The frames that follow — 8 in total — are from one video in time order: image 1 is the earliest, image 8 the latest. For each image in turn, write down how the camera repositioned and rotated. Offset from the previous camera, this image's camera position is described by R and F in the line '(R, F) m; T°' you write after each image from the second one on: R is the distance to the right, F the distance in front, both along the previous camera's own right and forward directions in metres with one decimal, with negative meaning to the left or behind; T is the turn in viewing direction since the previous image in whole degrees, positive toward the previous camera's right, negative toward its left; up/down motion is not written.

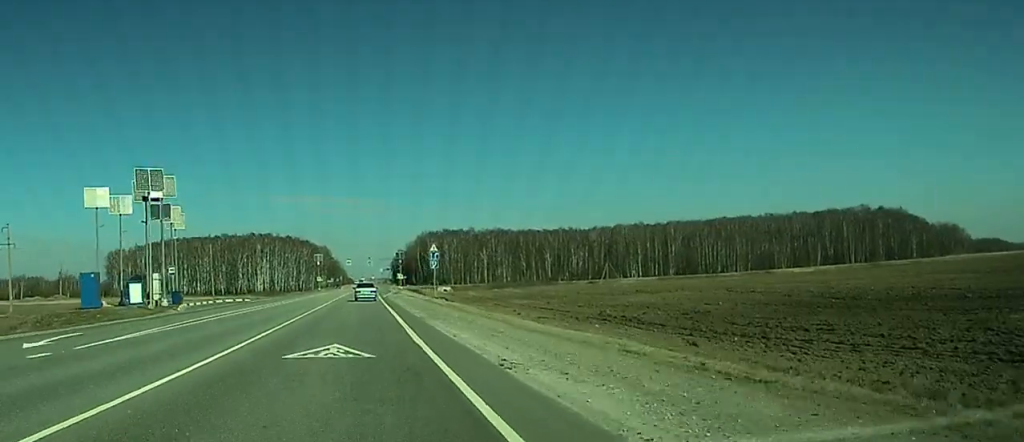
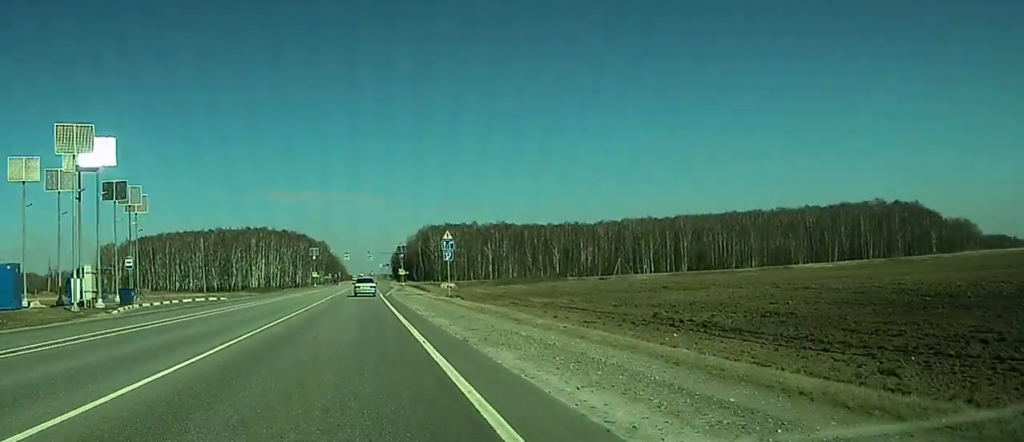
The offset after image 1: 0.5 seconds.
(-0.1, +15.6) m; 0°
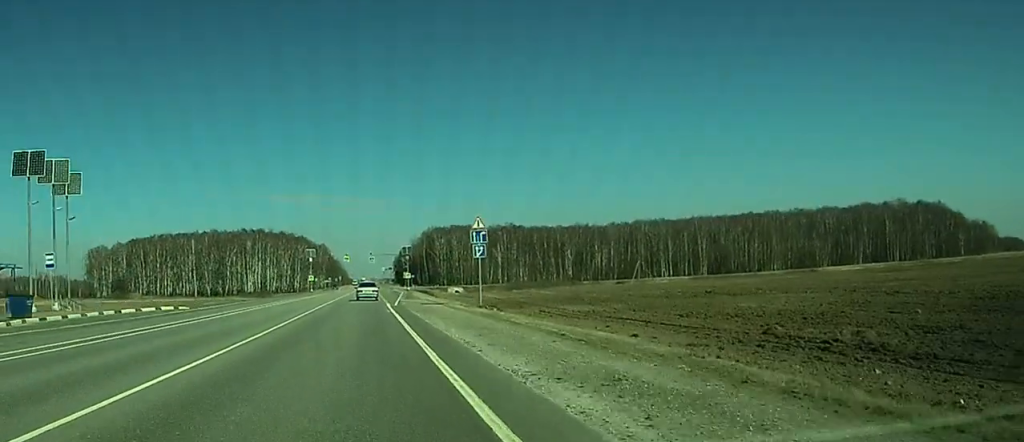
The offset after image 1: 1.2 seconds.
(+0.2, +18.4) m; 0°
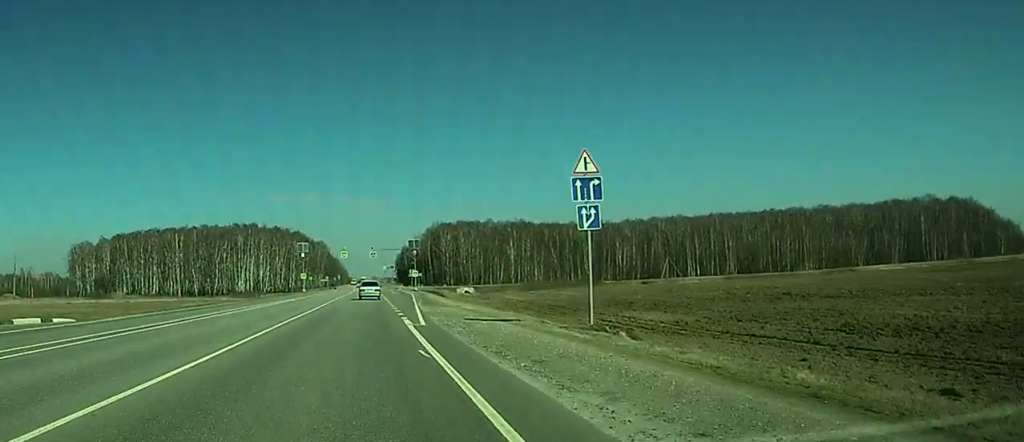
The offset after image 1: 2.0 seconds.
(+0.1, +25.1) m; 0°
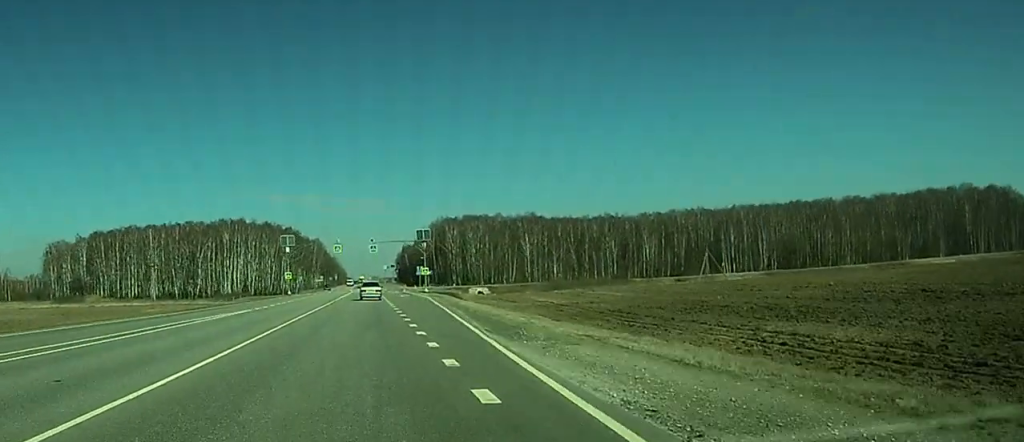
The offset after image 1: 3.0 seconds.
(0.0, +29.0) m; 0°
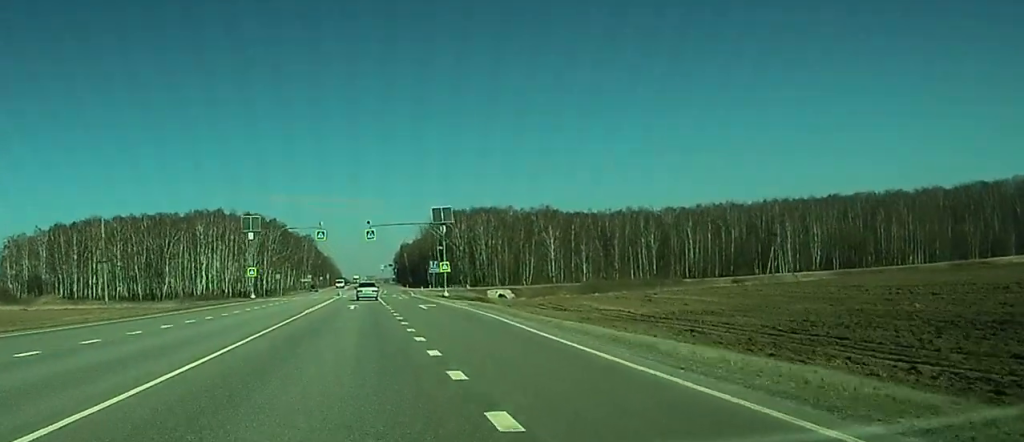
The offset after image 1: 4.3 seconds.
(+0.1, +37.9) m; 0°
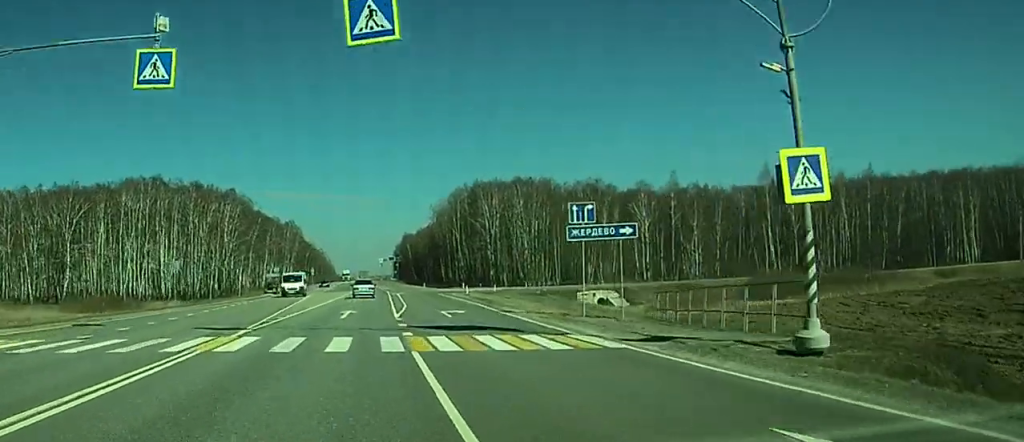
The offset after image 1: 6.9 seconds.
(+0.2, +73.1) m; +2°
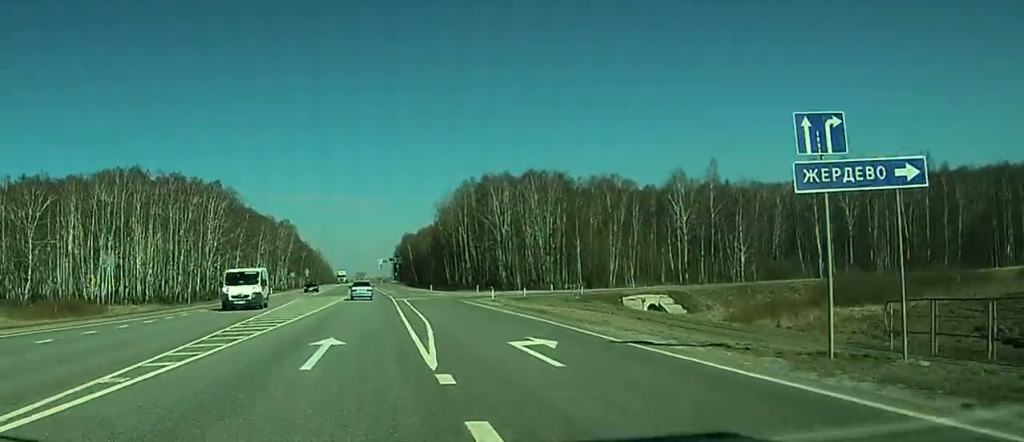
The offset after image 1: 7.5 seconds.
(-0.6, +16.9) m; +4°
